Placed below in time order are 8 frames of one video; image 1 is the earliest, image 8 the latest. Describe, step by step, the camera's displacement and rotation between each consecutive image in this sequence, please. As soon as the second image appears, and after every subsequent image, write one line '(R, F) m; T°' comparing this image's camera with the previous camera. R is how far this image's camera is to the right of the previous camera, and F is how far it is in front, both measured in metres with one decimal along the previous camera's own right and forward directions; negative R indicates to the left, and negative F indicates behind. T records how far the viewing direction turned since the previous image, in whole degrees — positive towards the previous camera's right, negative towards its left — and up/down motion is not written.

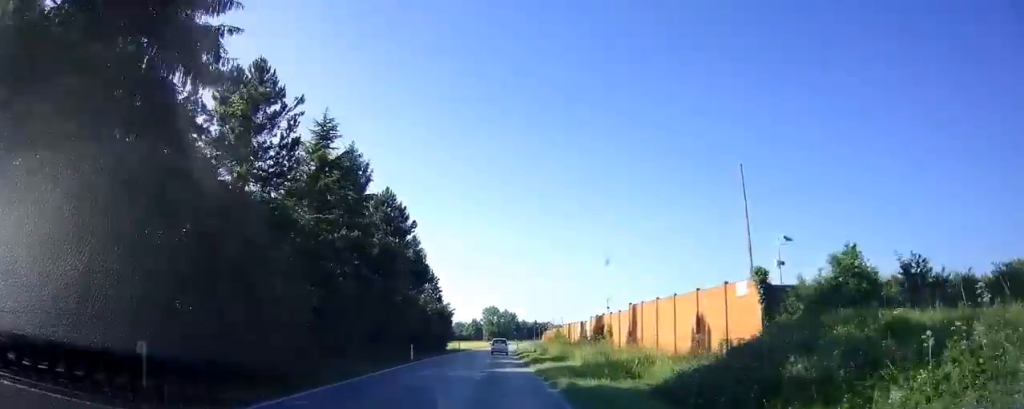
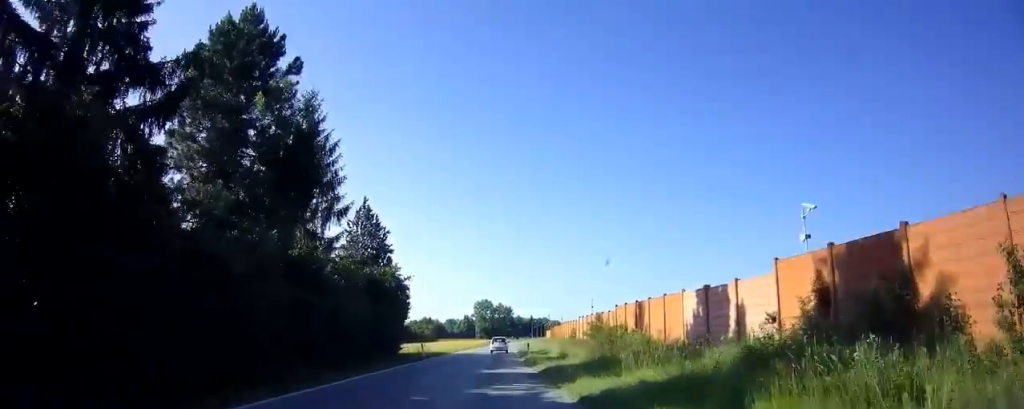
(+0.1, +29.5) m; +1°
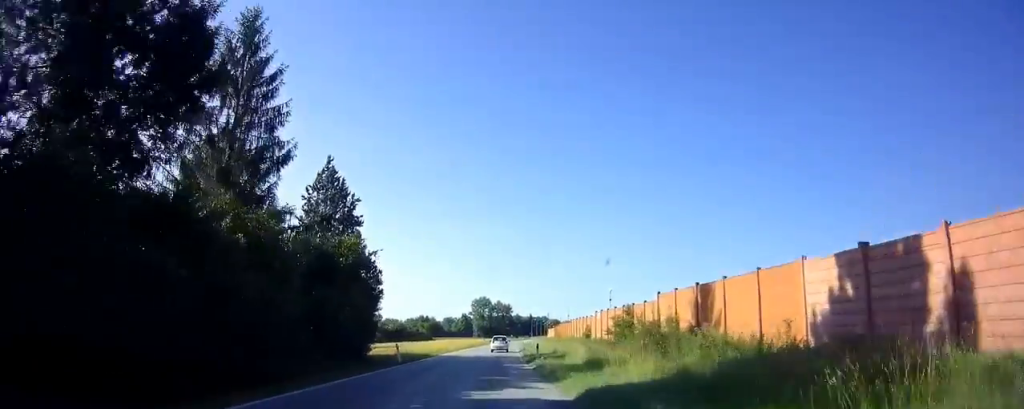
(0.0, +8.9) m; 0°
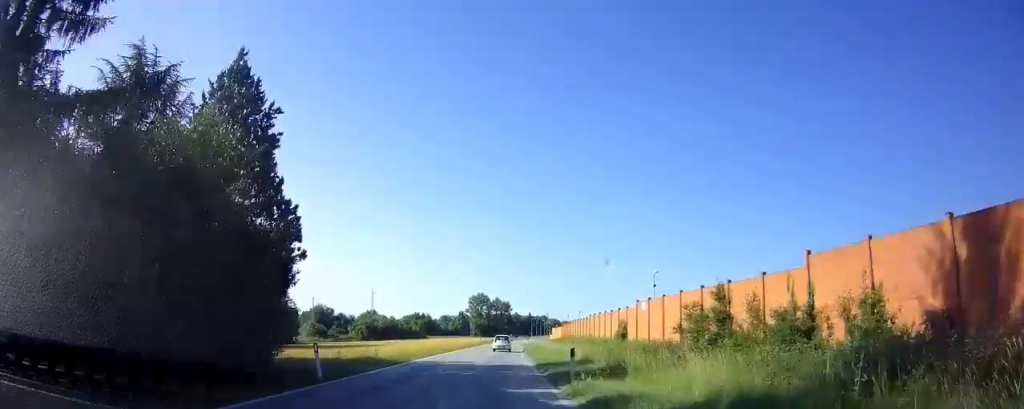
(+0.1, +13.1) m; +1°
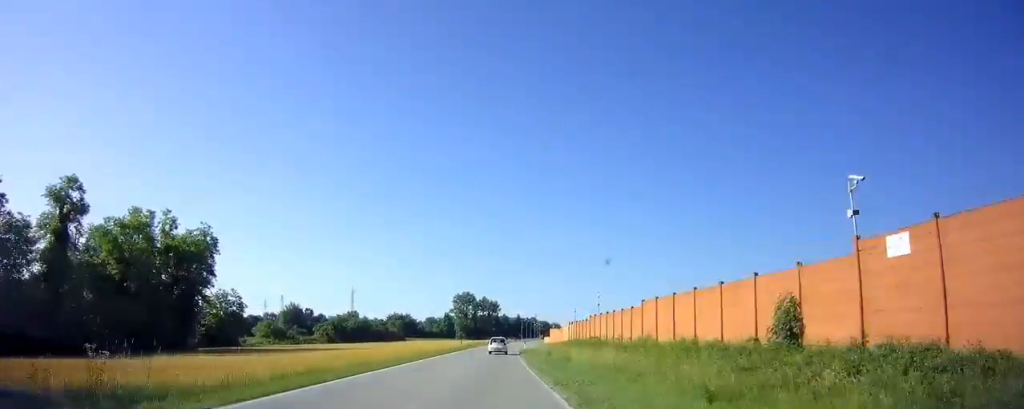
(+0.3, +20.3) m; +1°
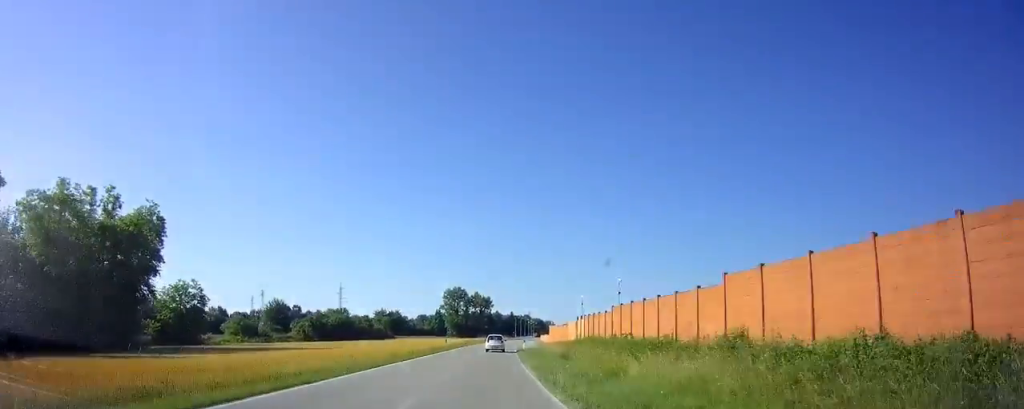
(0.0, +10.7) m; 0°
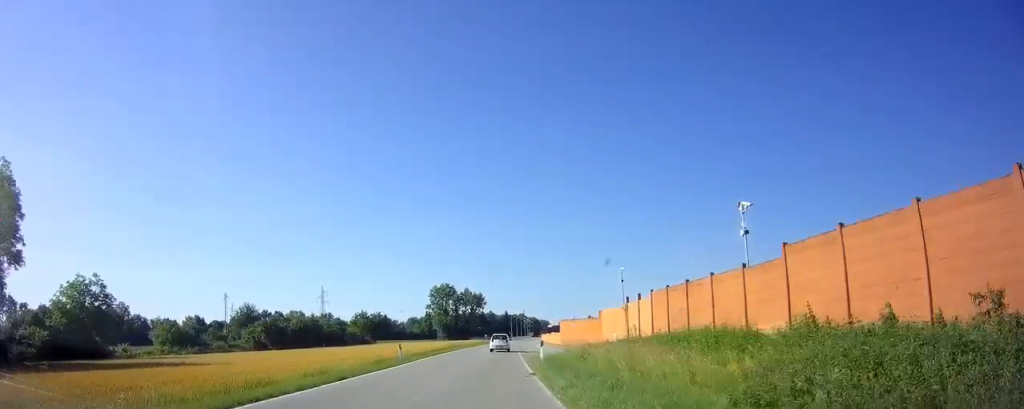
(+0.1, +21.4) m; +1°
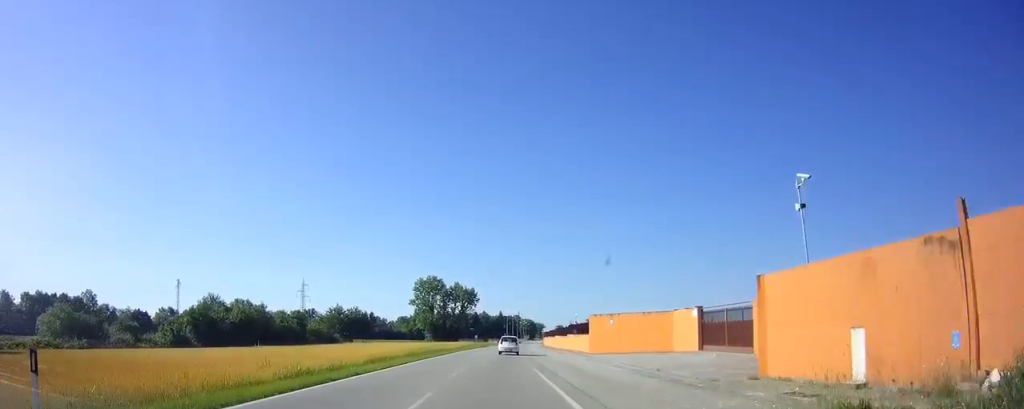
(+0.2, +23.1) m; +1°
